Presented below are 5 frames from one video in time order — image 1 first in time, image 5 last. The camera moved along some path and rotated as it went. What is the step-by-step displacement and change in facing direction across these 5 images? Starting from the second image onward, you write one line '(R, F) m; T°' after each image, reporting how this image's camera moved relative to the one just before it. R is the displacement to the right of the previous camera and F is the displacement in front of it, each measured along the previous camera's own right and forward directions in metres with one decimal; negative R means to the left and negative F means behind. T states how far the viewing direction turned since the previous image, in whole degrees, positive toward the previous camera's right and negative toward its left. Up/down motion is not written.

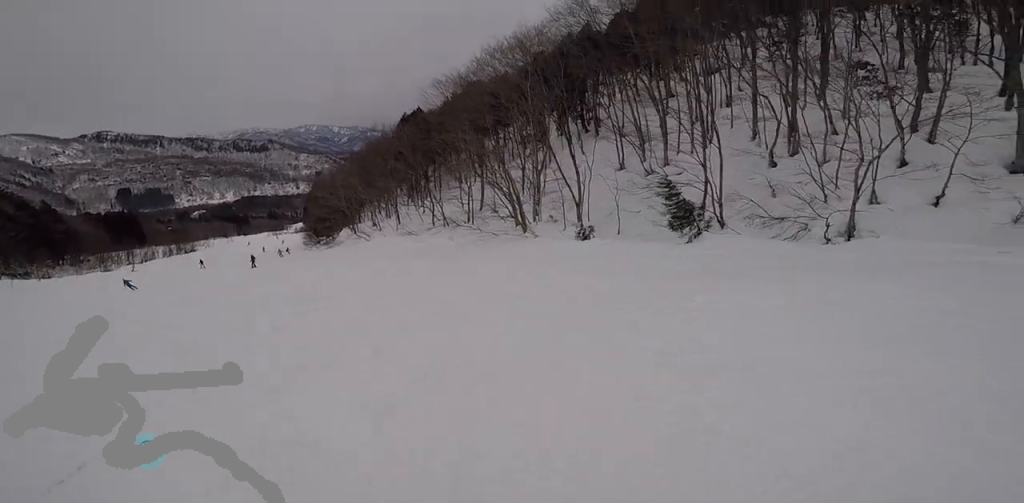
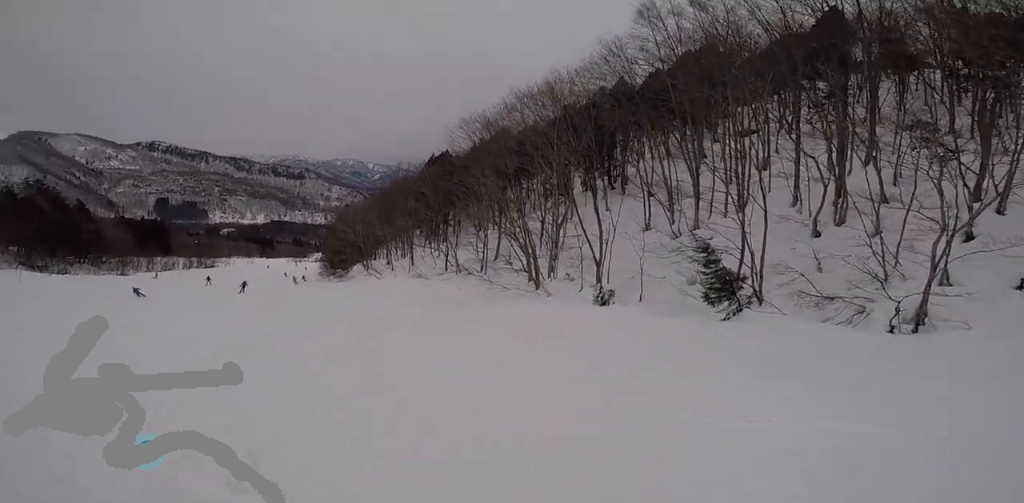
(+0.4, +1.7) m; +9°
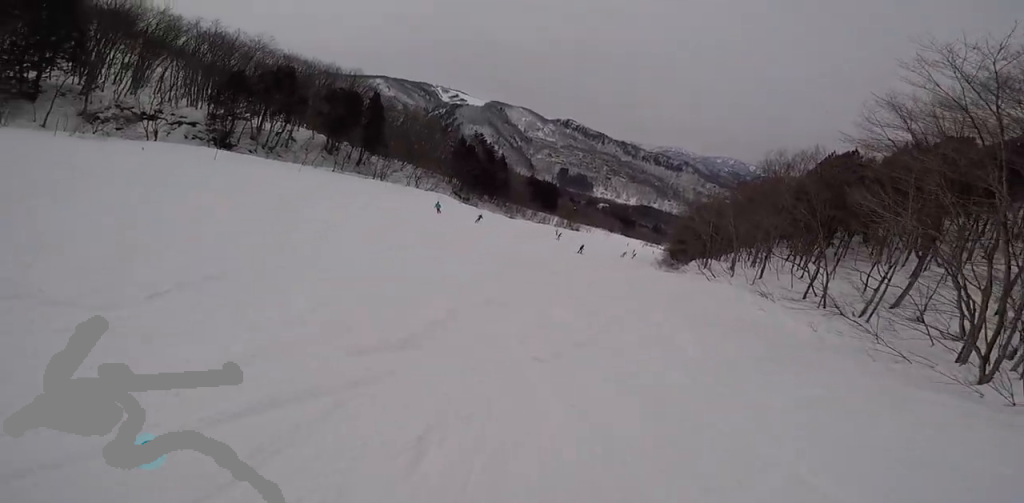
(-0.3, +5.9) m; -26°
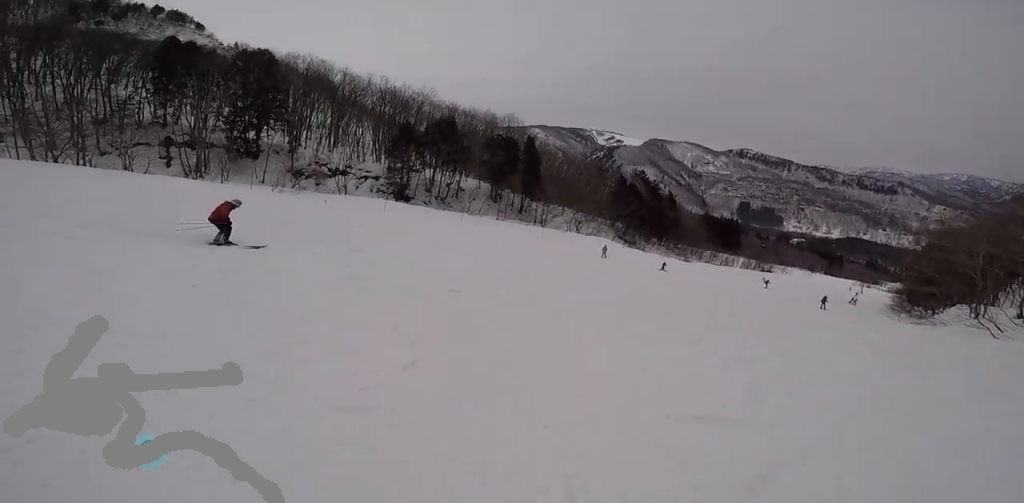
(-1.9, +4.9) m; -25°
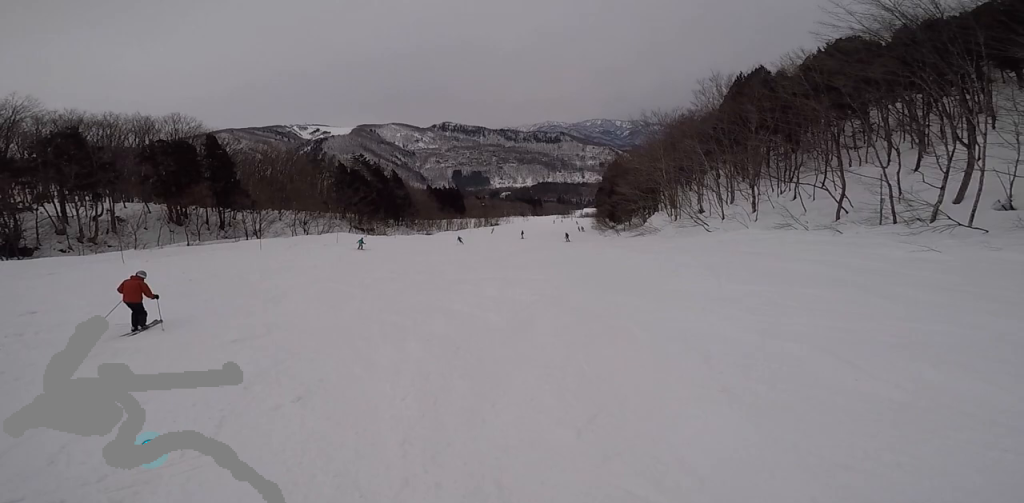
(-0.6, +6.5) m; +10°
